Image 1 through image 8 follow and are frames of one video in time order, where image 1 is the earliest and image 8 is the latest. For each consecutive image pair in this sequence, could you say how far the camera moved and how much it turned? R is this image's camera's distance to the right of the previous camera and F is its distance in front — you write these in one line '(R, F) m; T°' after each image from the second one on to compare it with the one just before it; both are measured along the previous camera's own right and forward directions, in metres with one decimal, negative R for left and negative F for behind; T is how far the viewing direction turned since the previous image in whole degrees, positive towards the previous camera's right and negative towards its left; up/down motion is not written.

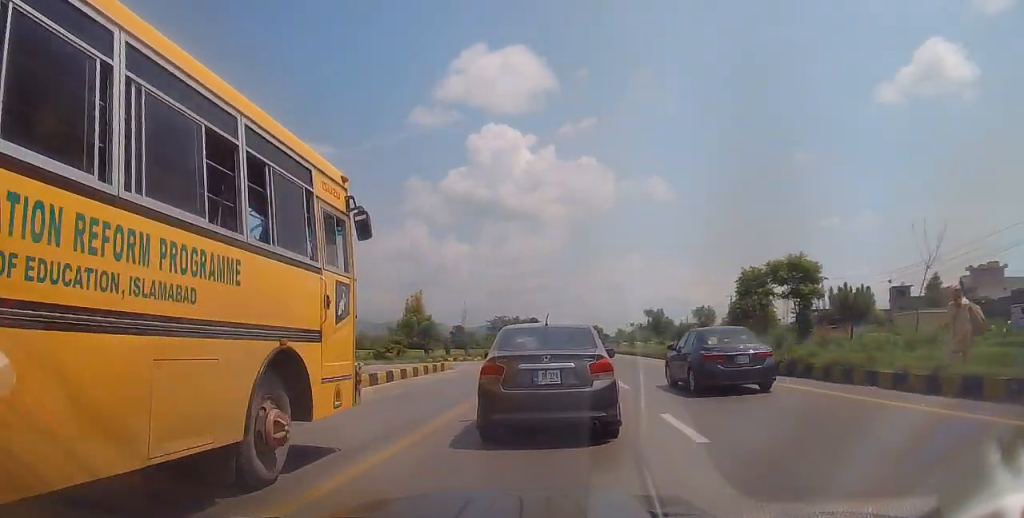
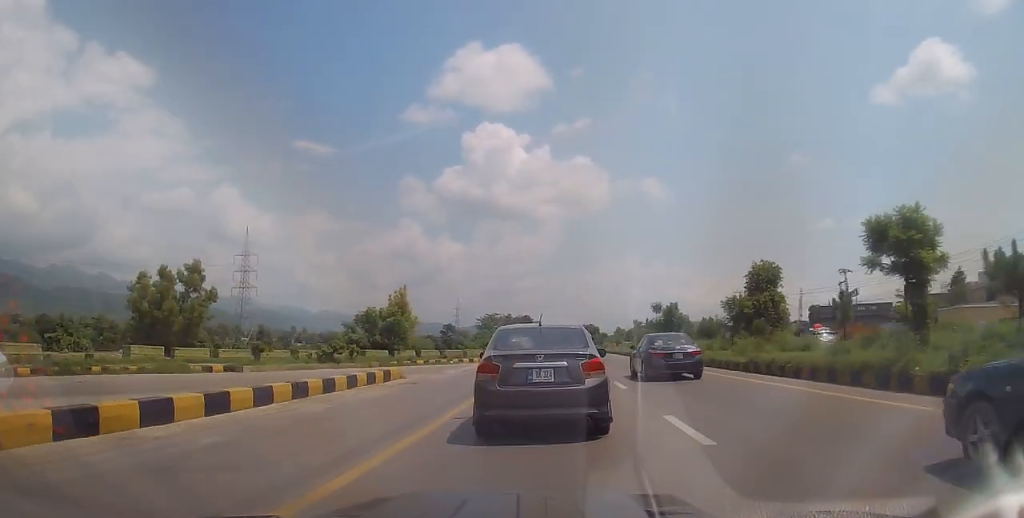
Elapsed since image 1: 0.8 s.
(+0.5, +9.0) m; +1°
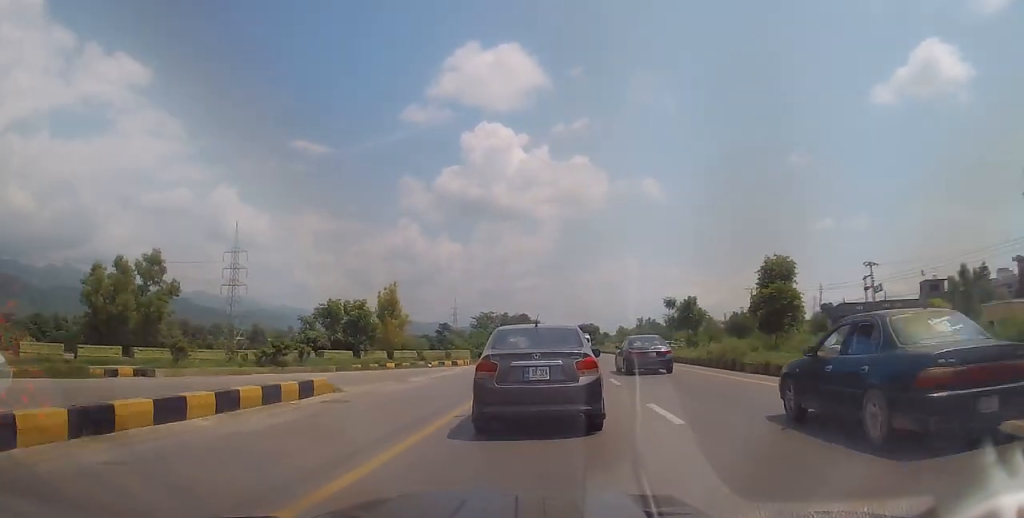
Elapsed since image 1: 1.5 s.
(0.0, +7.0) m; -1°
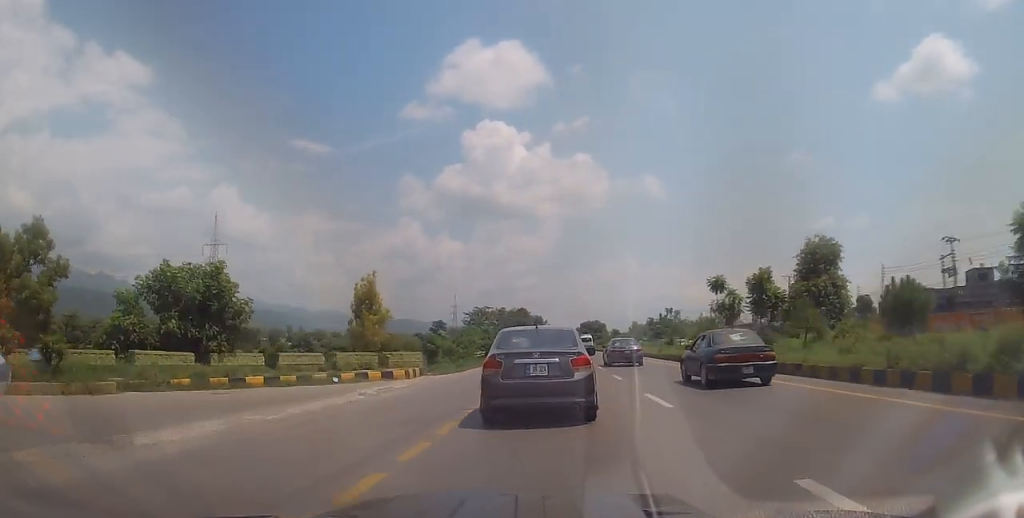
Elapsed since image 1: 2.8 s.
(-0.4, +15.5) m; 0°
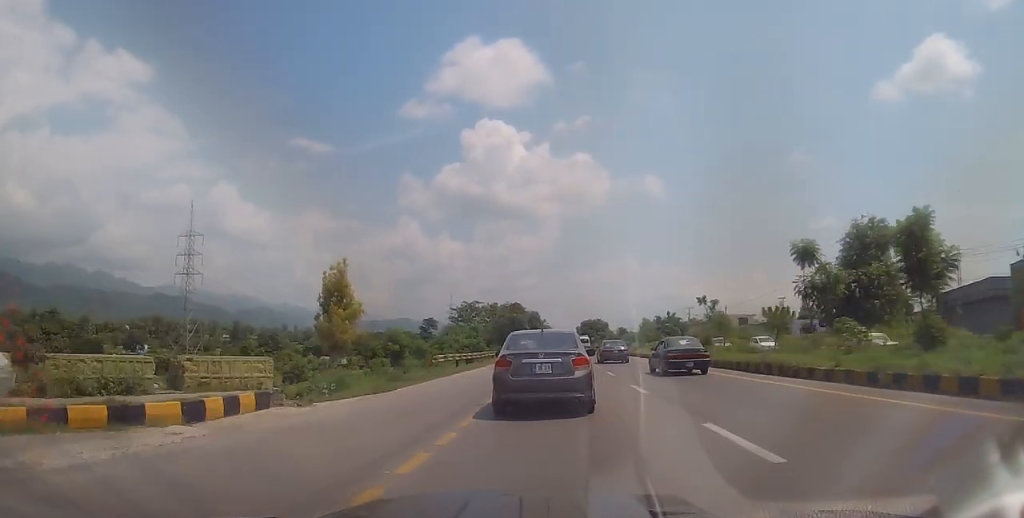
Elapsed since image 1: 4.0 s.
(+0.3, +13.9) m; +2°
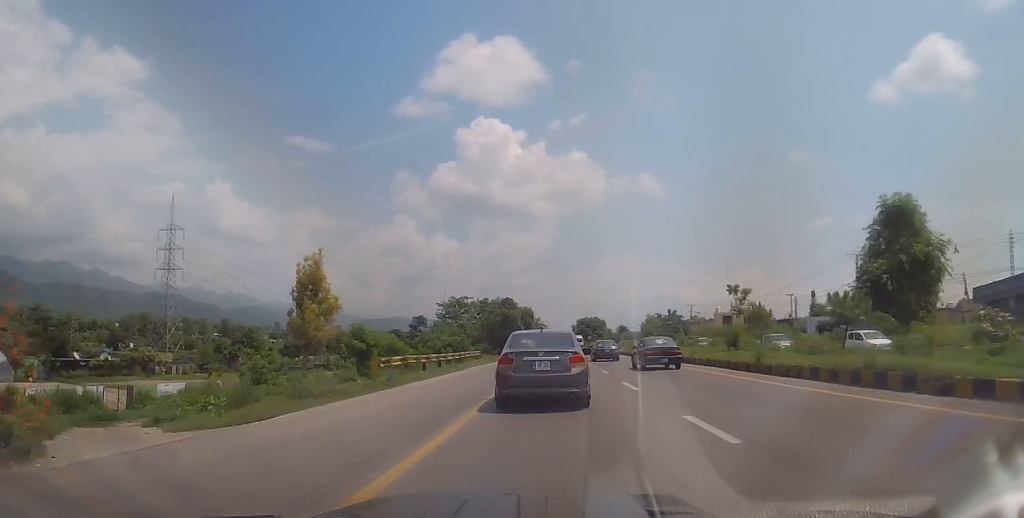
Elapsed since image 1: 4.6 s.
(0.0, +7.8) m; +1°
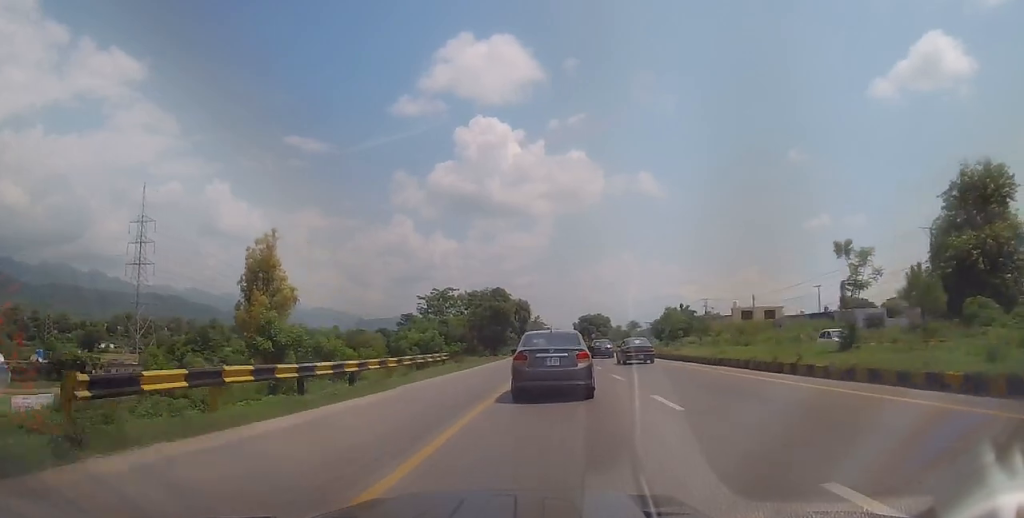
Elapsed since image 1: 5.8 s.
(+0.2, +14.3) m; -1°
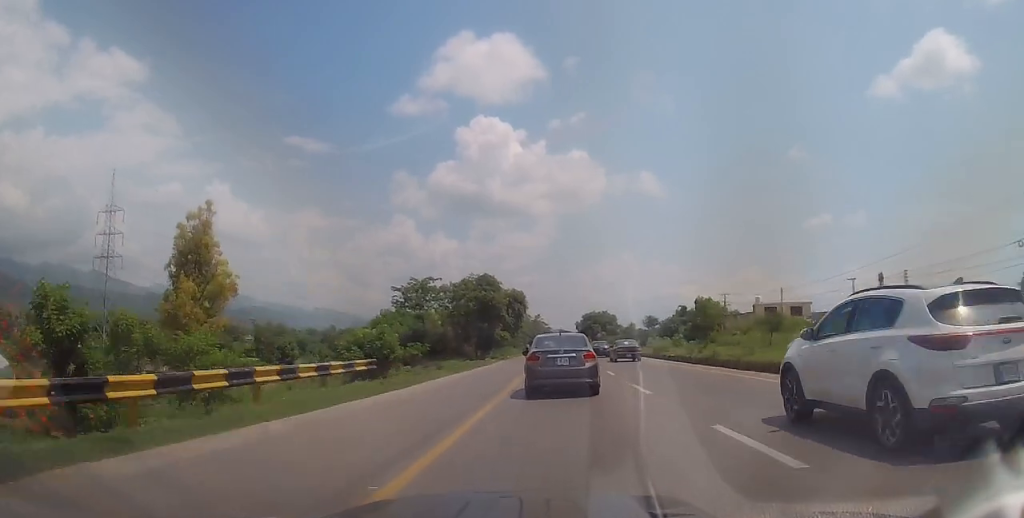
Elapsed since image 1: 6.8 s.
(-0.5, +14.0) m; -1°
